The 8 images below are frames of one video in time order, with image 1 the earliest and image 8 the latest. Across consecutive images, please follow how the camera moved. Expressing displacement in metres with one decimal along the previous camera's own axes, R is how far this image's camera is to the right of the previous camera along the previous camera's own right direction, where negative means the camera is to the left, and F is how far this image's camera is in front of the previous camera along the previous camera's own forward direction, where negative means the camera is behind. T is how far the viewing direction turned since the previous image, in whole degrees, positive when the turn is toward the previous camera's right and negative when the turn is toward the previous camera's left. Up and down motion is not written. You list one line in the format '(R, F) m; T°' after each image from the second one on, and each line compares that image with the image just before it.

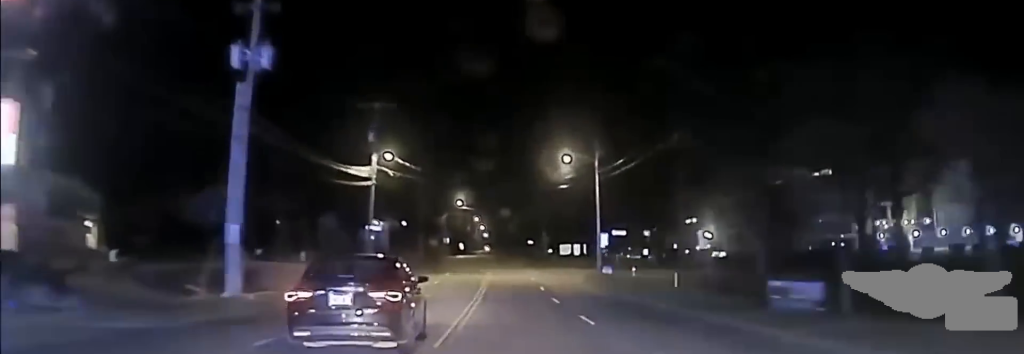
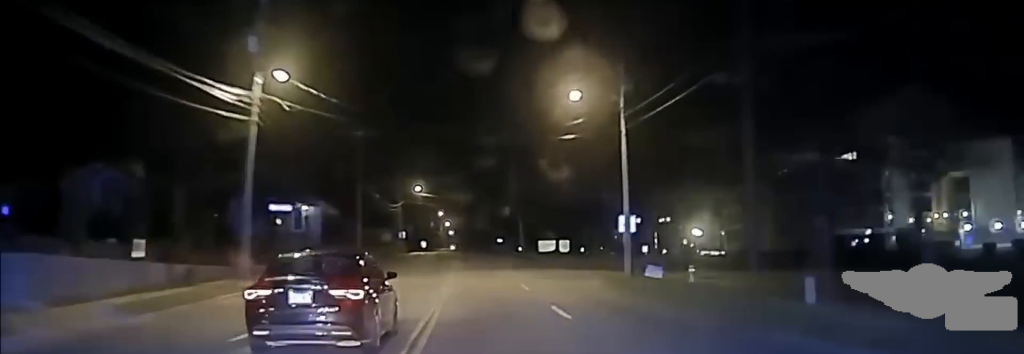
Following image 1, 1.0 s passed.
(+0.4, +24.6) m; +1°
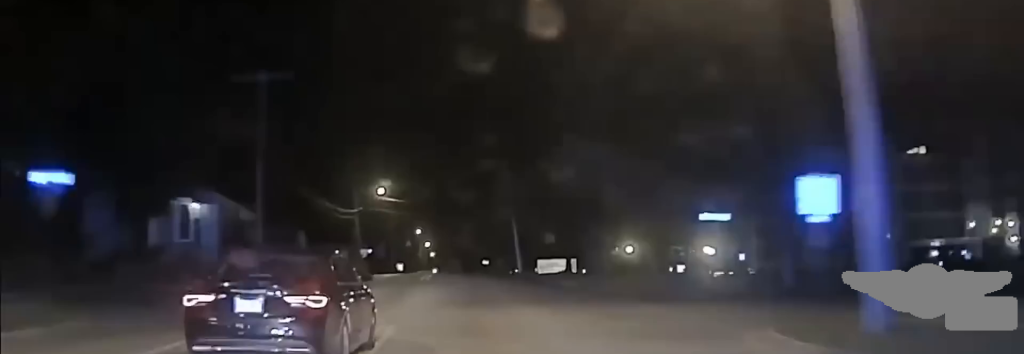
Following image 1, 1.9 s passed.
(+0.1, +26.2) m; +1°
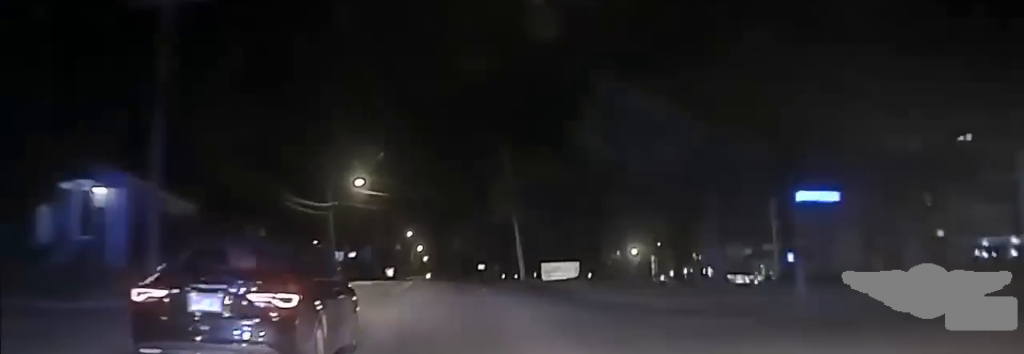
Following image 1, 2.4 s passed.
(+0.2, +13.4) m; 0°
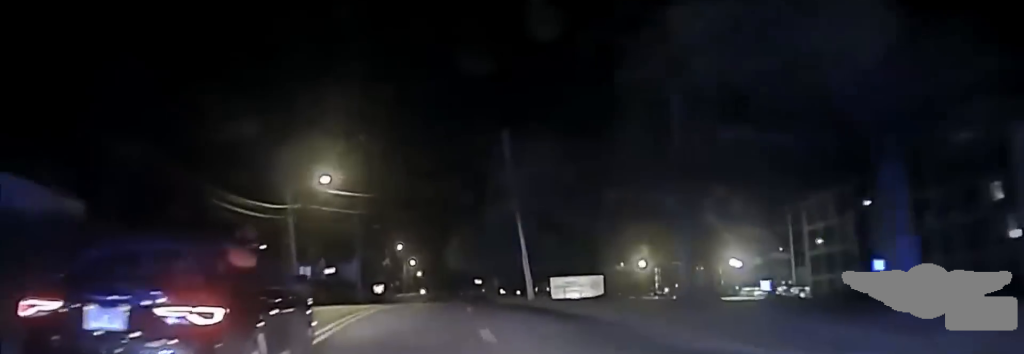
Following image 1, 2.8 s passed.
(+0.2, +13.4) m; 0°
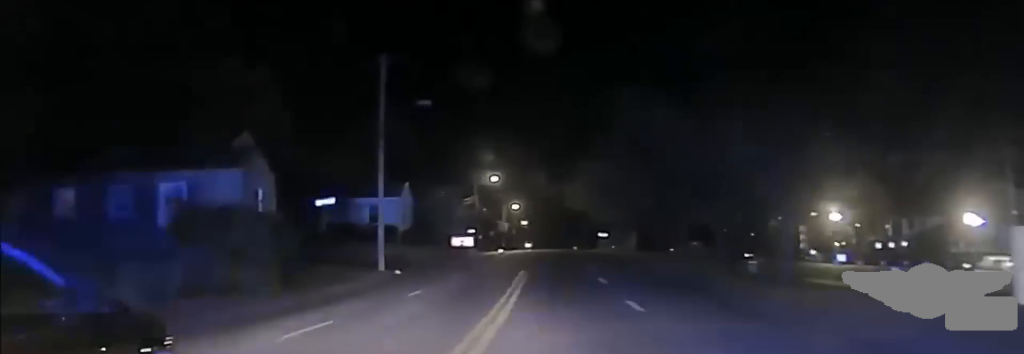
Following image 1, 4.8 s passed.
(-1.8, +55.5) m; -2°
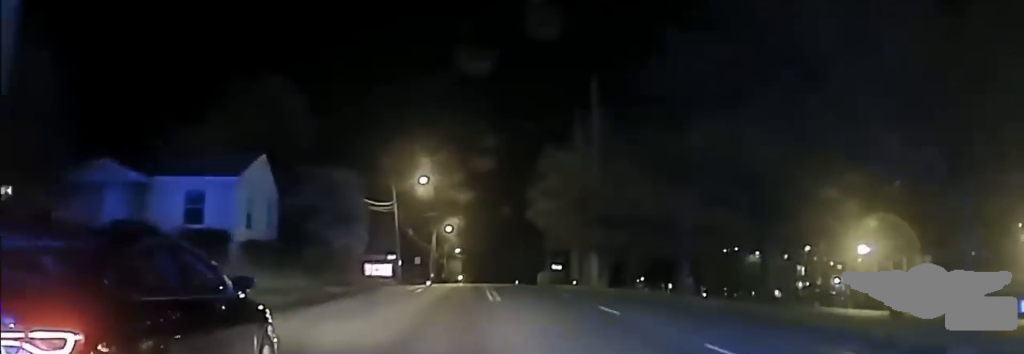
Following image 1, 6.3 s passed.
(+0.8, +38.2) m; +3°
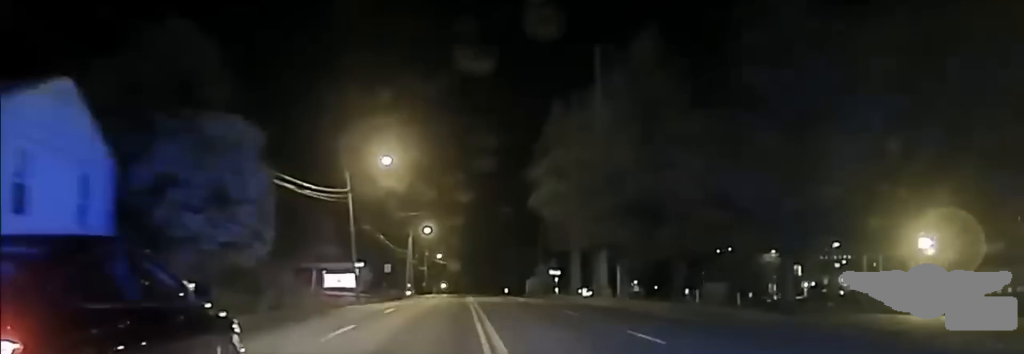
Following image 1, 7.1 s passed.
(+0.3, +18.2) m; +1°
